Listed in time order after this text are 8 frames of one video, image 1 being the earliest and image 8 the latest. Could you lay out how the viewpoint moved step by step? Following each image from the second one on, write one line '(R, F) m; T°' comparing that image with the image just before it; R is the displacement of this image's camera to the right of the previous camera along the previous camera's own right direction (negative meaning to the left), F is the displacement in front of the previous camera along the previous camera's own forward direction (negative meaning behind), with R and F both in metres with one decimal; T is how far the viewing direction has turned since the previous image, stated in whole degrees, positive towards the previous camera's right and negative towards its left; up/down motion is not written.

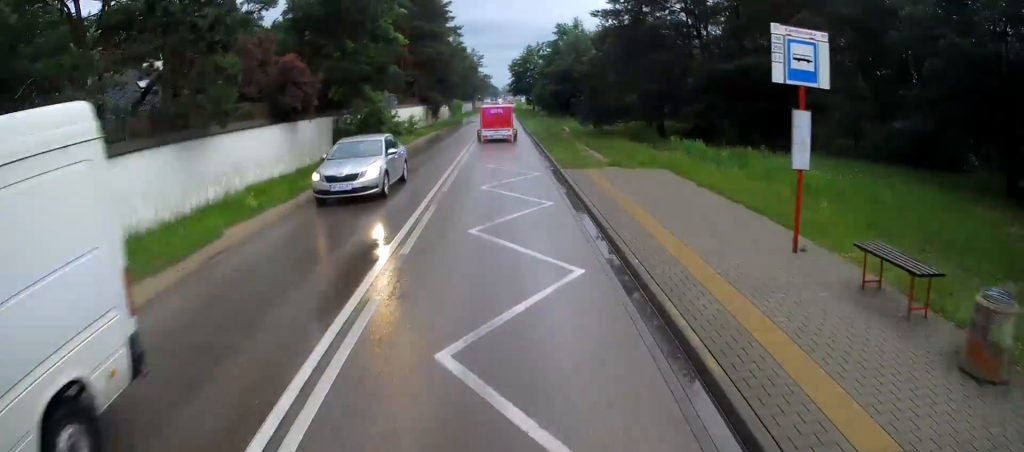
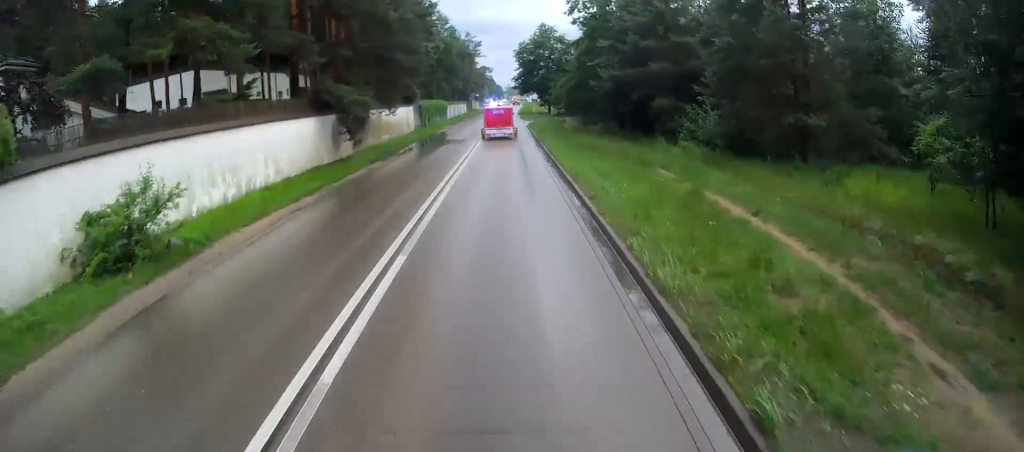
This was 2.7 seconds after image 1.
(-0.9, +33.3) m; -3°
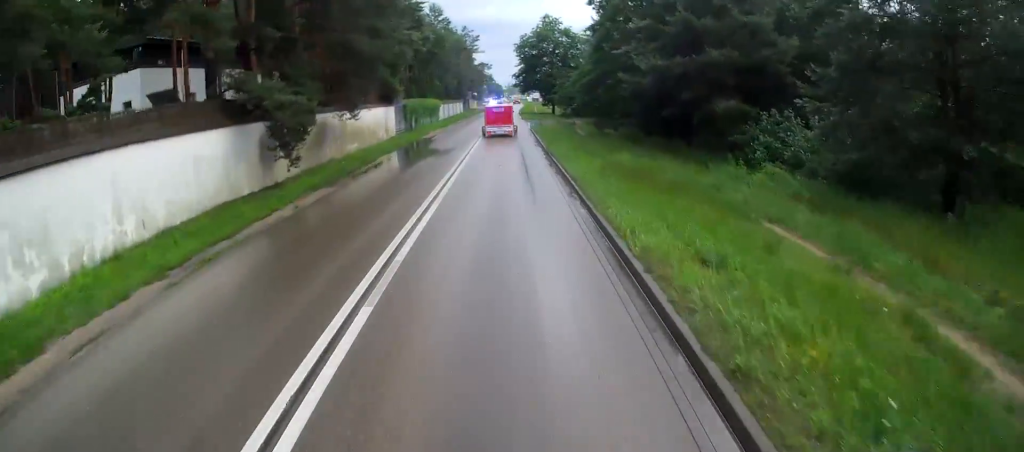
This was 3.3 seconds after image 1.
(-0.3, +8.1) m; -1°
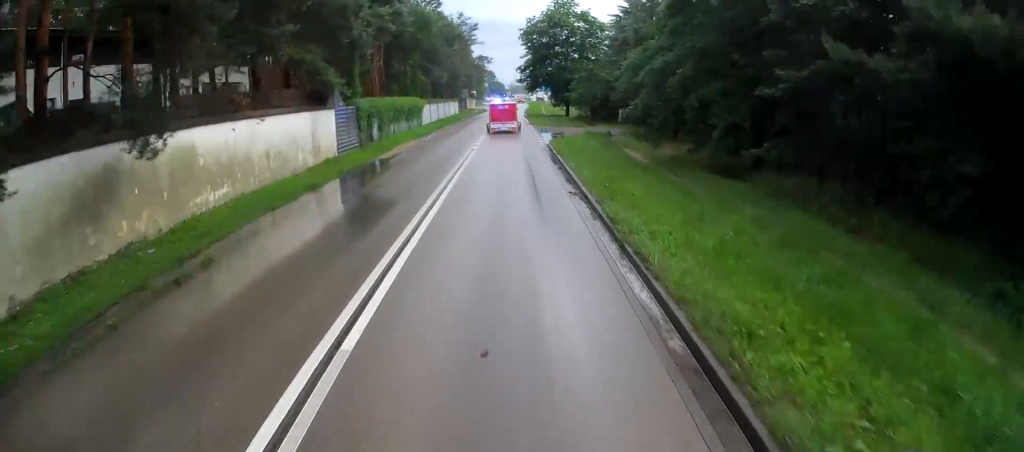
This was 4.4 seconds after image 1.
(-0.2, +14.8) m; -1°
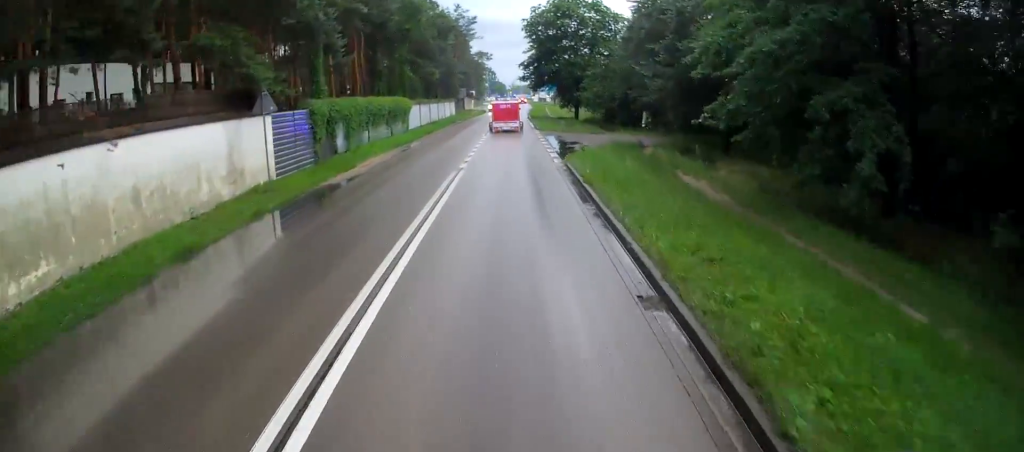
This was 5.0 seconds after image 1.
(0.0, +7.4) m; -1°
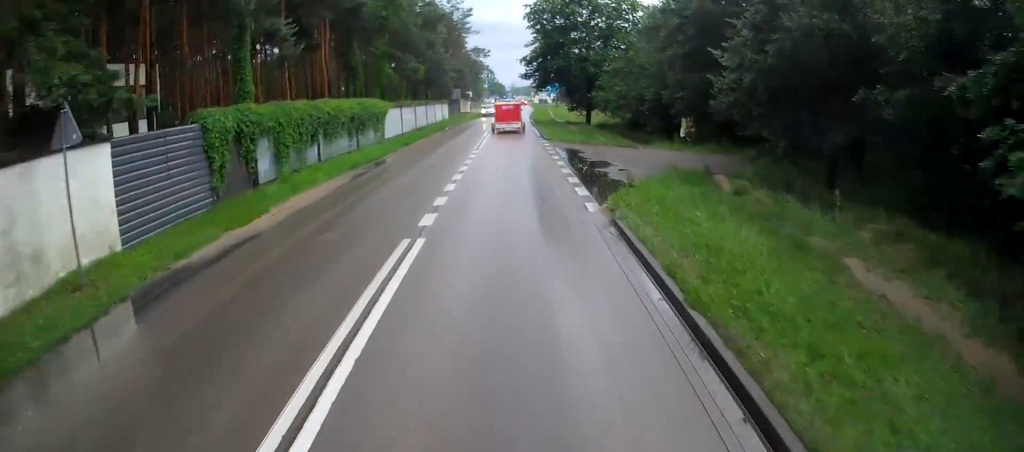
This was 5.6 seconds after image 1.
(+0.1, +8.4) m; -1°
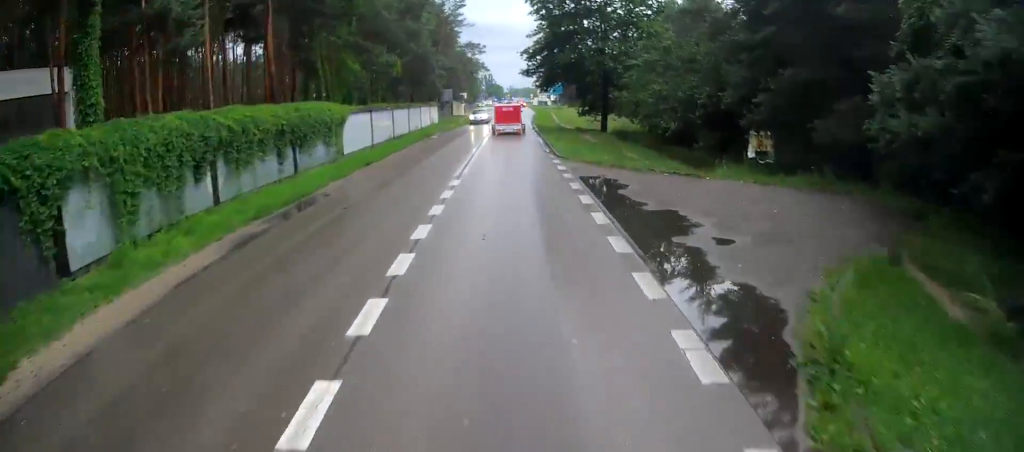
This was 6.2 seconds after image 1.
(-0.3, +8.8) m; 0°
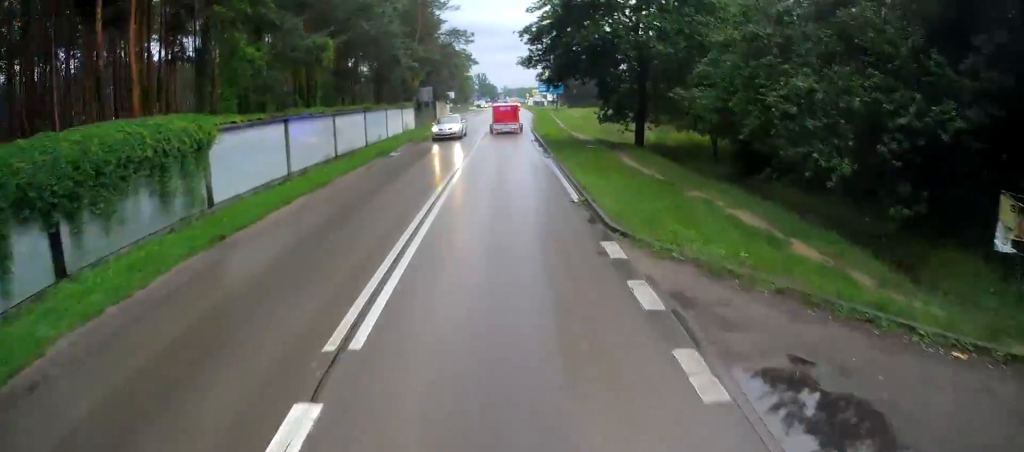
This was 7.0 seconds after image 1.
(0.0, +12.4) m; +1°
